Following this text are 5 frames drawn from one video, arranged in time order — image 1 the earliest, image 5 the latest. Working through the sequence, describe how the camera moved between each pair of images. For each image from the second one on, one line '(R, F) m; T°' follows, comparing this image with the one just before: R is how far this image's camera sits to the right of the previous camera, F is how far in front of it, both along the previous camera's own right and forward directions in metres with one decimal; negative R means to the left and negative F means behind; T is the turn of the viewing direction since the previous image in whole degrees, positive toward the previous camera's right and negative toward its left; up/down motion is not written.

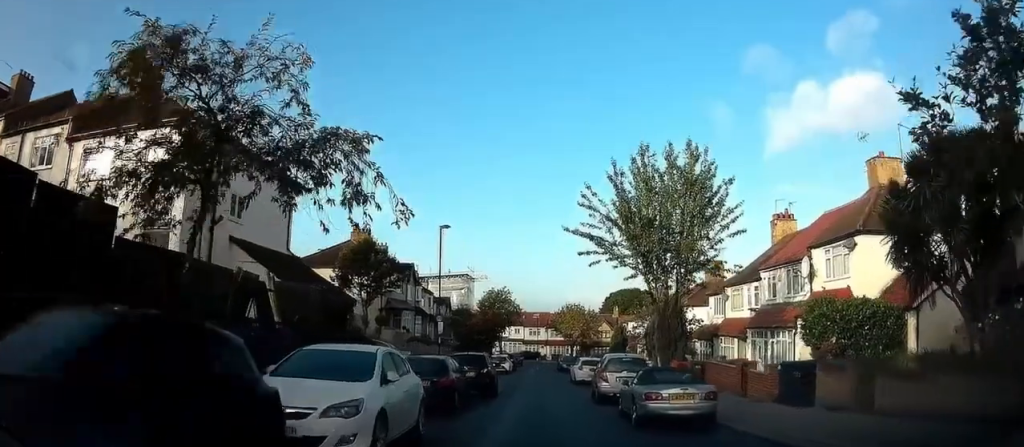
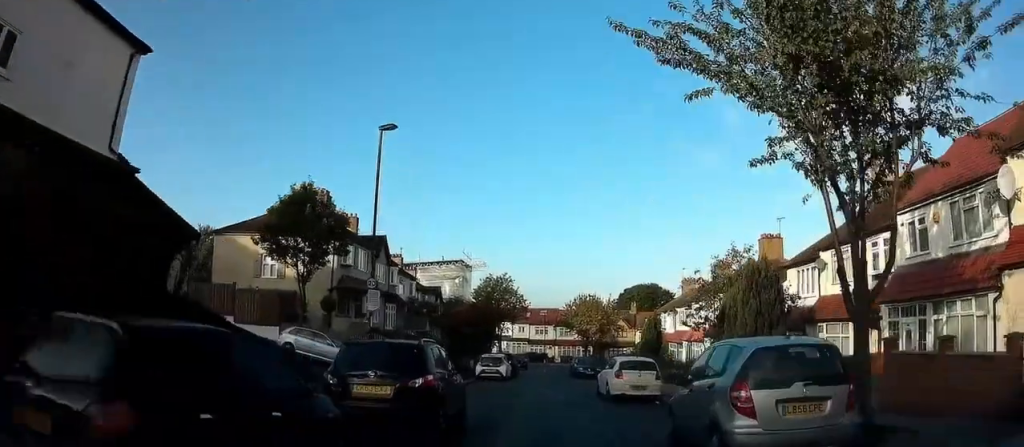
(-0.2, +12.0) m; -1°
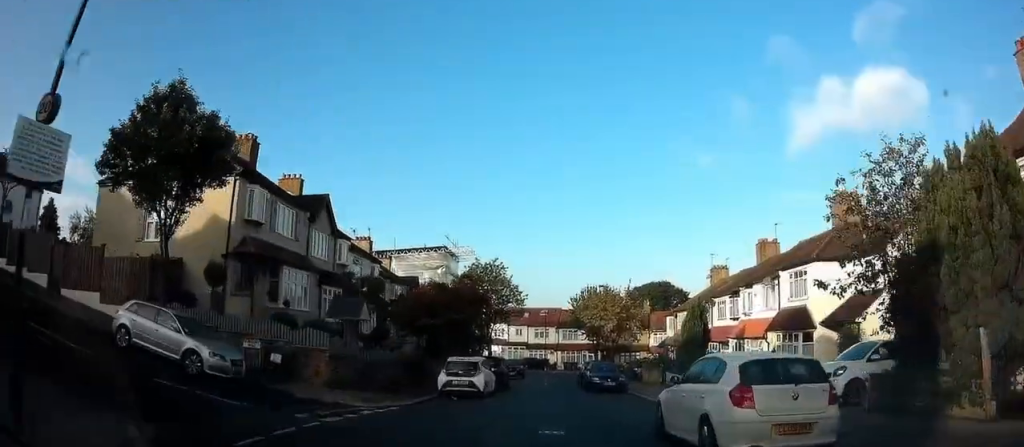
(-0.7, +11.6) m; -4°
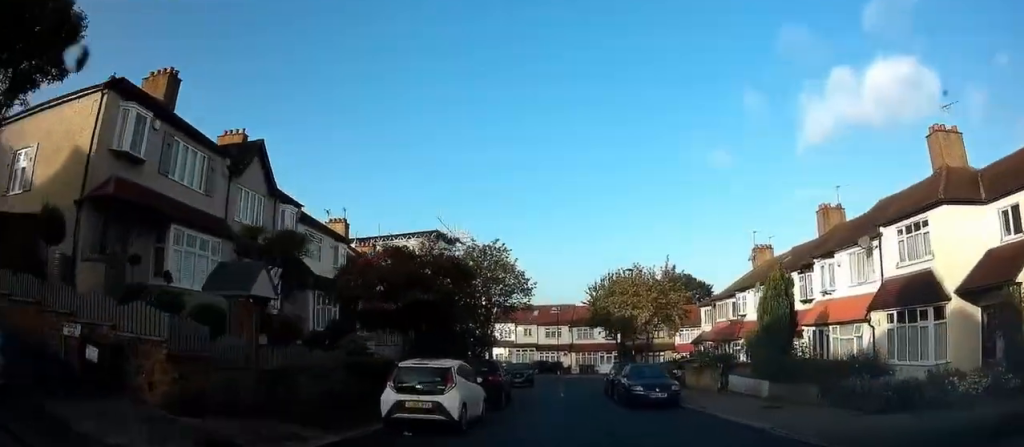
(+0.6, +8.6) m; +2°
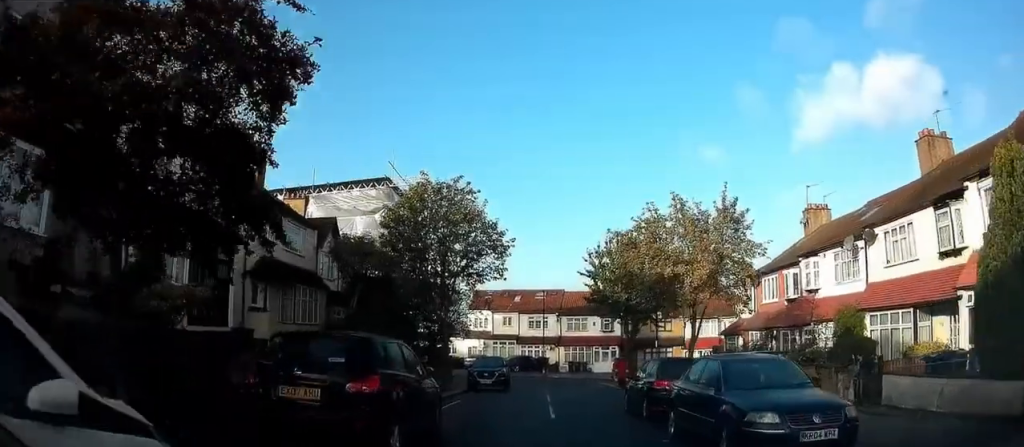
(-0.7, +12.0) m; 0°
